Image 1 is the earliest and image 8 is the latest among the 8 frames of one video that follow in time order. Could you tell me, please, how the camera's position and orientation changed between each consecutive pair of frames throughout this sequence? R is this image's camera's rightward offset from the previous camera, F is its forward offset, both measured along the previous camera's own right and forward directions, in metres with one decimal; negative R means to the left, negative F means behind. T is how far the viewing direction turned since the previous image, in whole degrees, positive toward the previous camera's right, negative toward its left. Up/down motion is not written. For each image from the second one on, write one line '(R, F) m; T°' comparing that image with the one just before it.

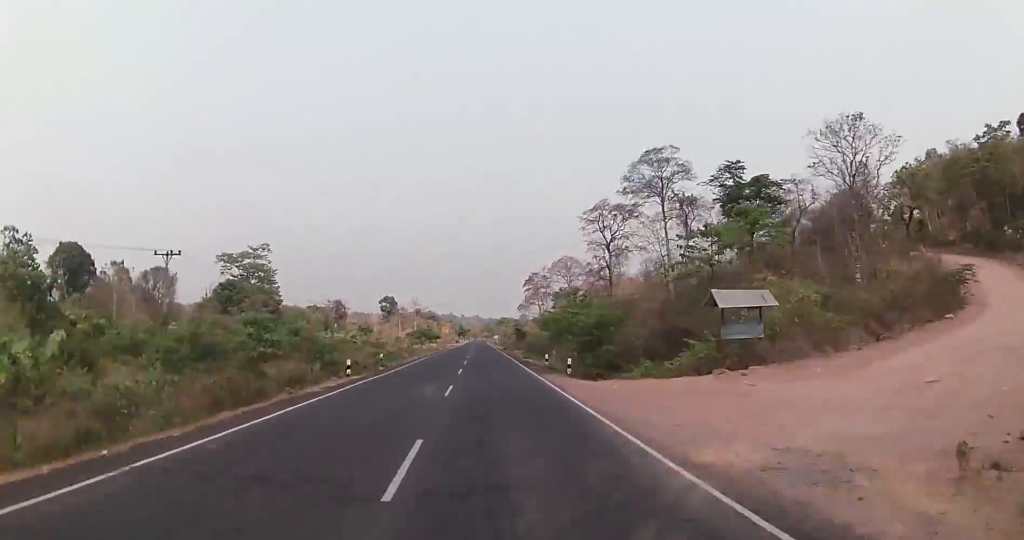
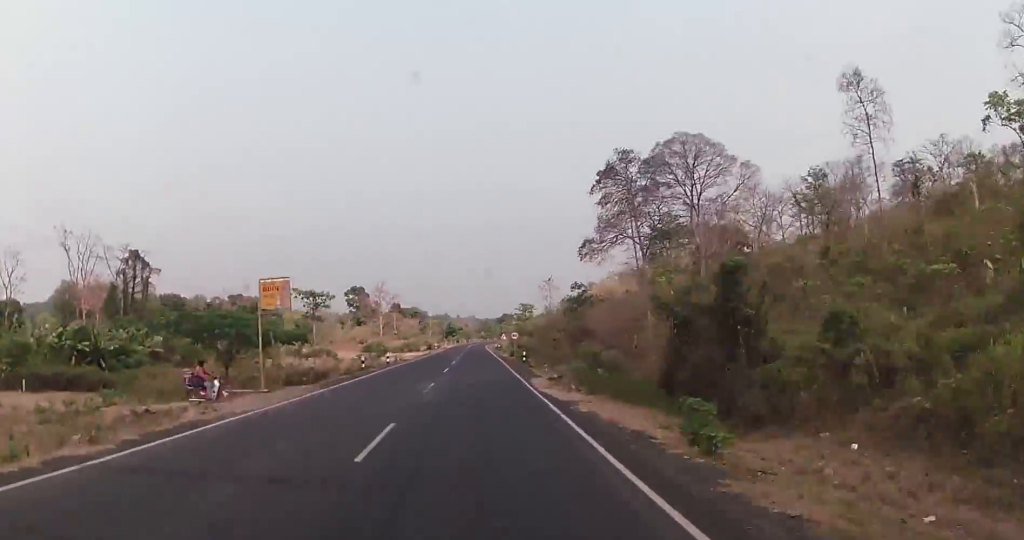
(+0.4, +106.0) m; 0°
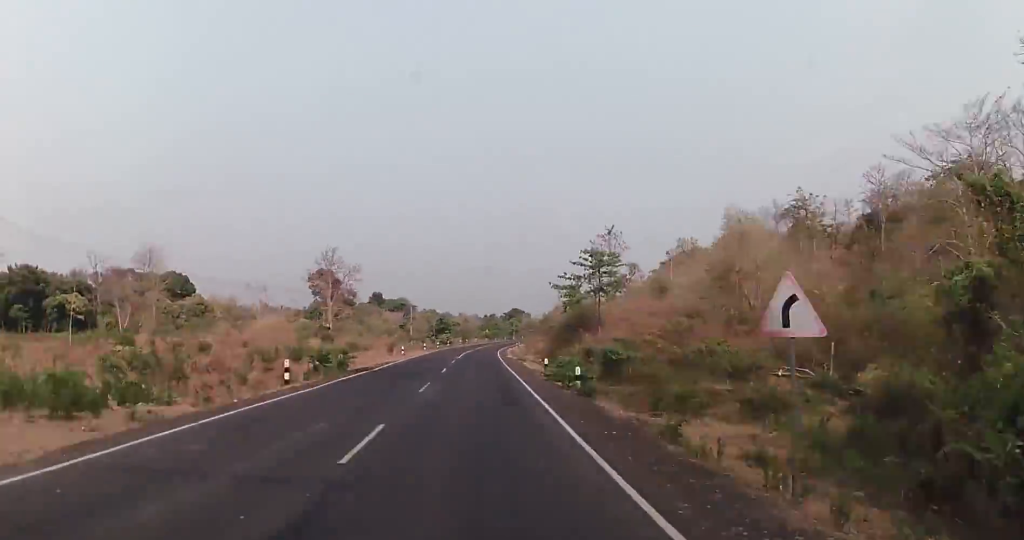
(-0.1, +84.5) m; +1°
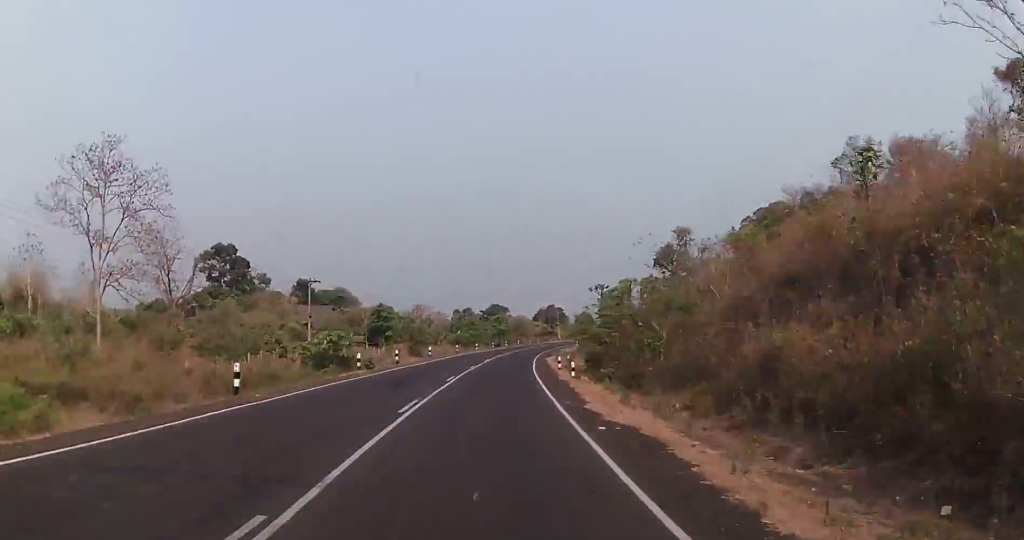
(+0.7, +90.9) m; +4°
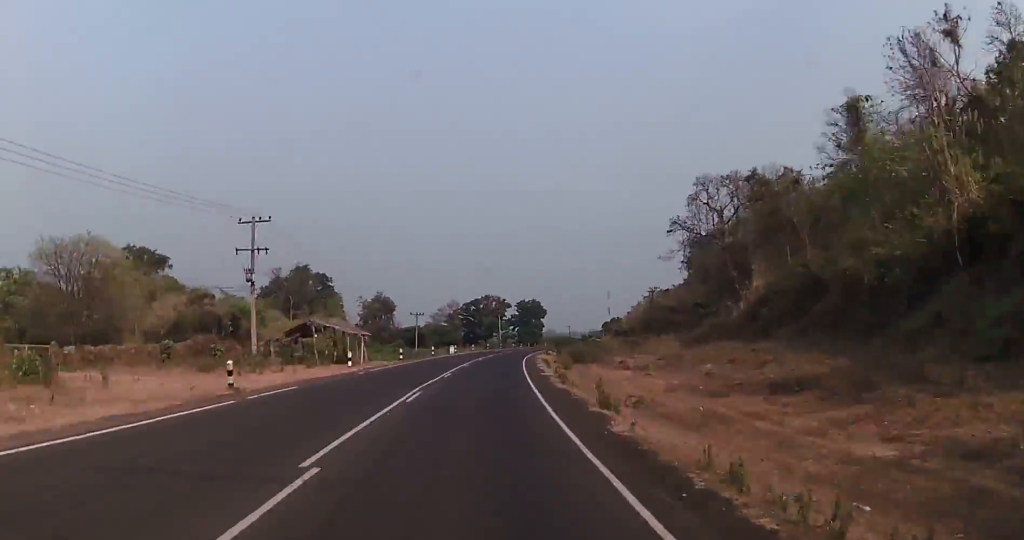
(+24.6, +185.2) m; +17°
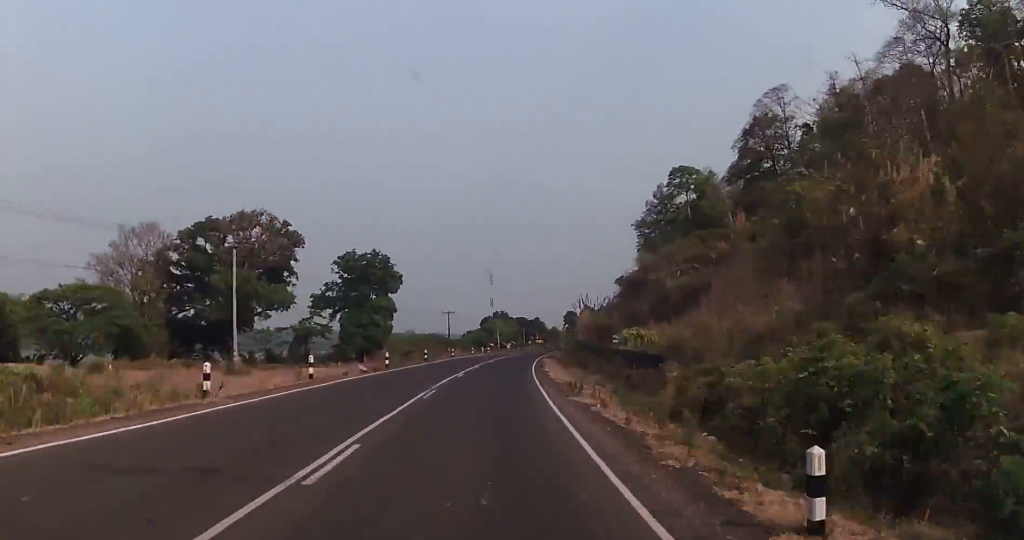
(+16.2, +140.3) m; +11°
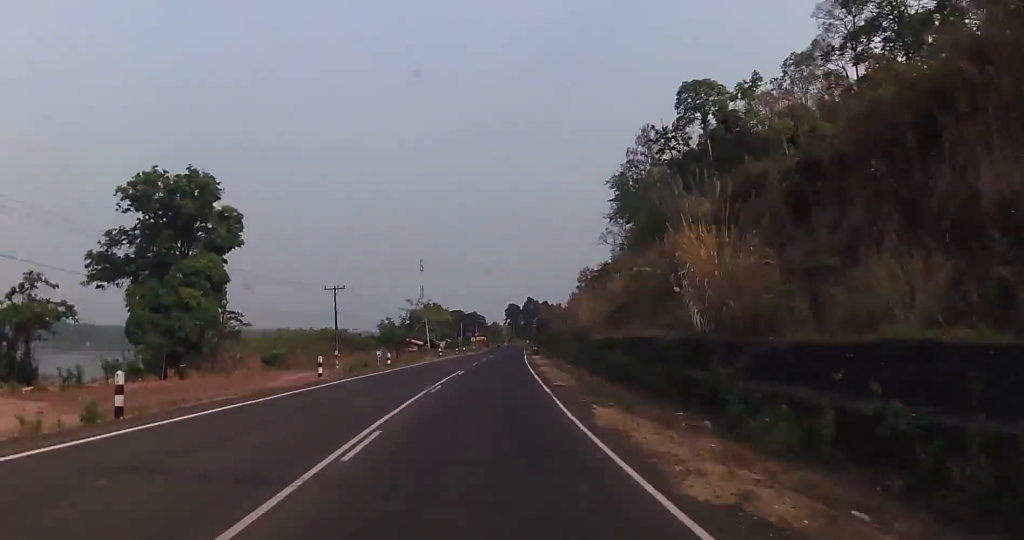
(+2.1, +58.1) m; +4°
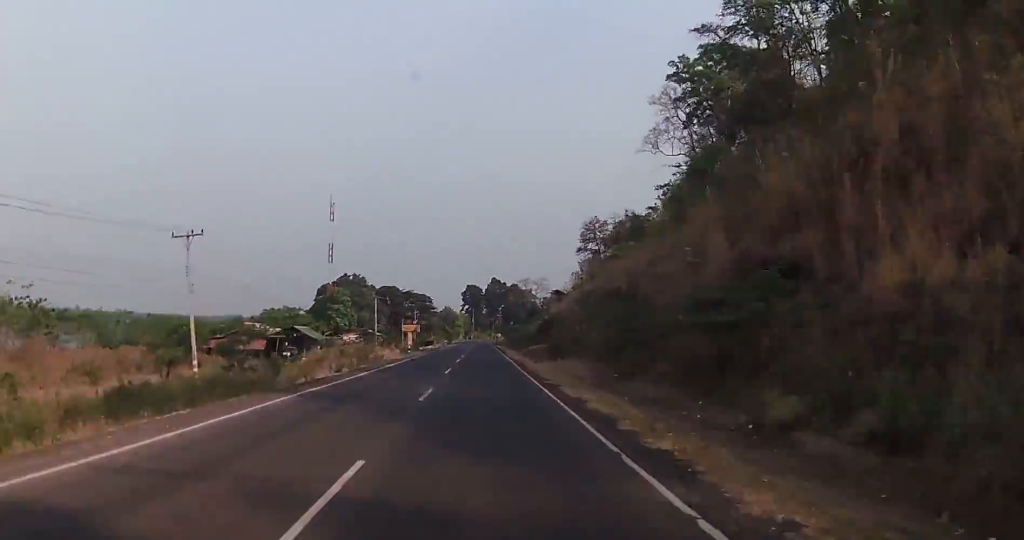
(+5.2, +107.1) m; +3°
